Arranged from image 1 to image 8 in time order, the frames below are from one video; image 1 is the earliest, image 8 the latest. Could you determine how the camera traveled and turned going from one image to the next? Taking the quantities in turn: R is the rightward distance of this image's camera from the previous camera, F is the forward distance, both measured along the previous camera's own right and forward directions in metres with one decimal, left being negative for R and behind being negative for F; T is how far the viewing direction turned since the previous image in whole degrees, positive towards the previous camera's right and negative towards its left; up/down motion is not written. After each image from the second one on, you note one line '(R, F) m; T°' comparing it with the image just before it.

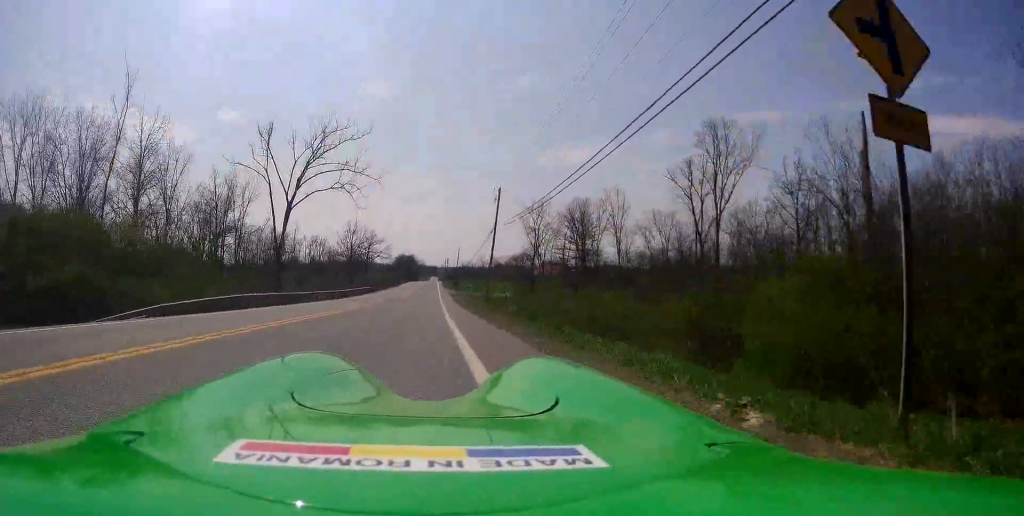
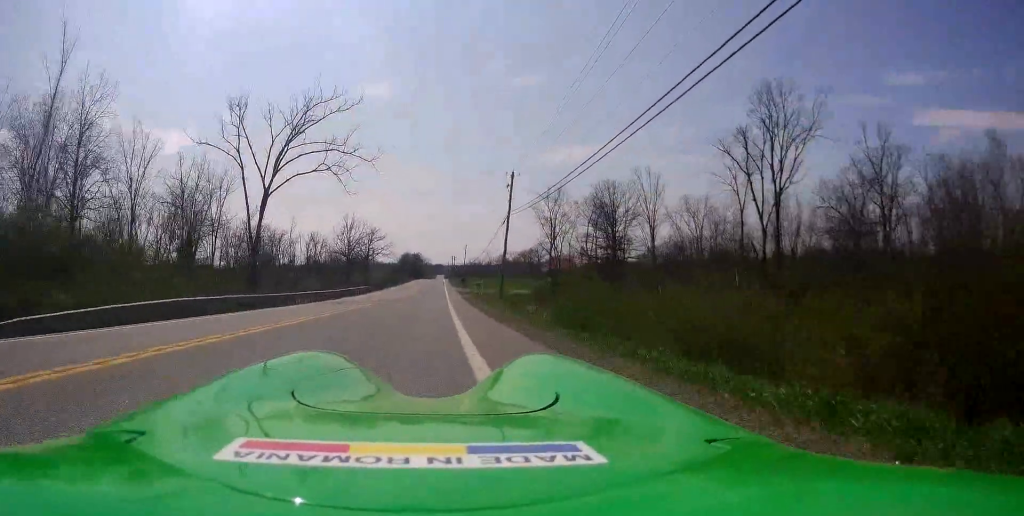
(+0.1, +7.3) m; +1°
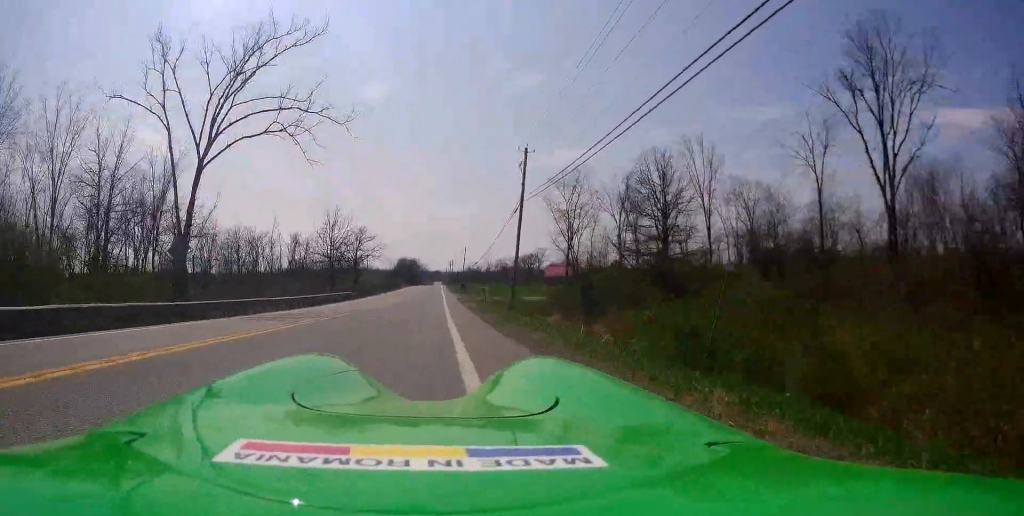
(0.0, +10.7) m; 0°
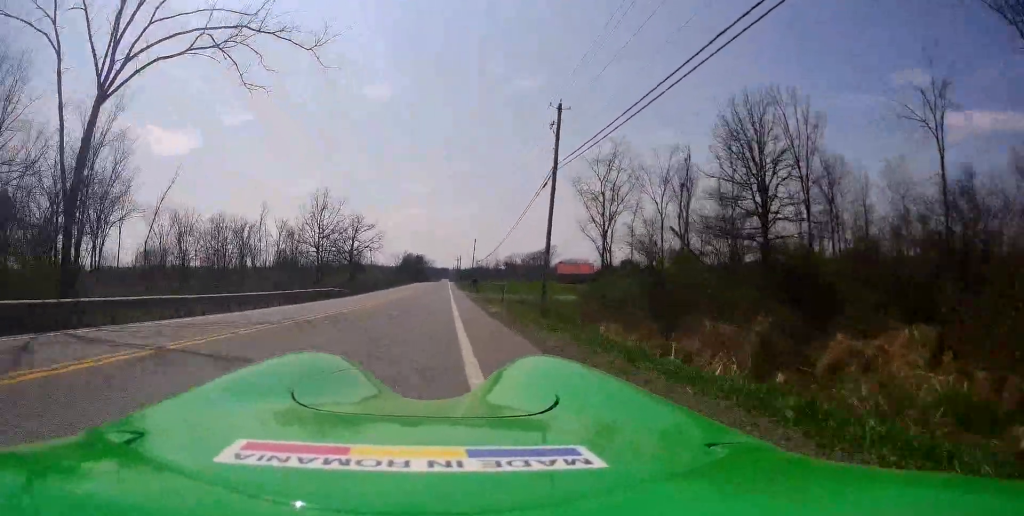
(0.0, +10.0) m; 0°
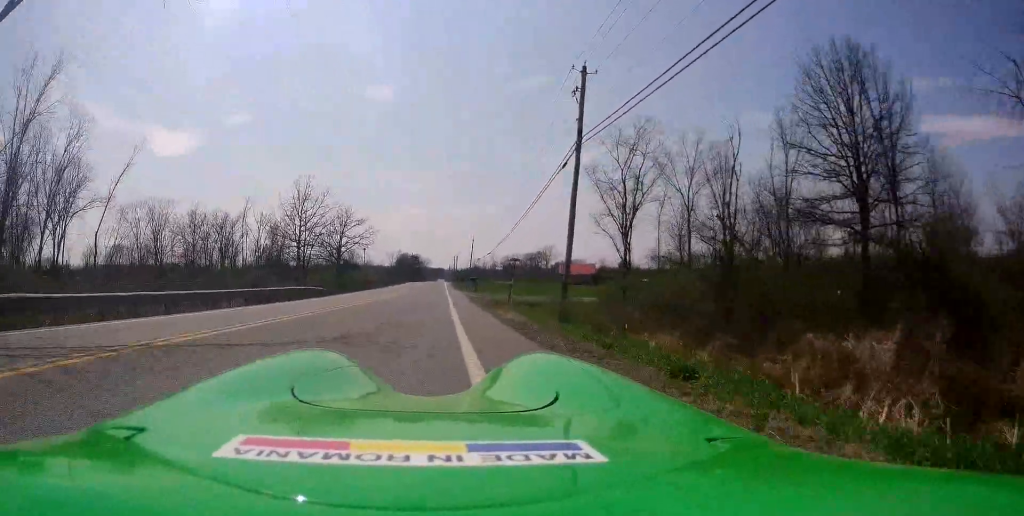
(0.0, +6.7) m; 0°
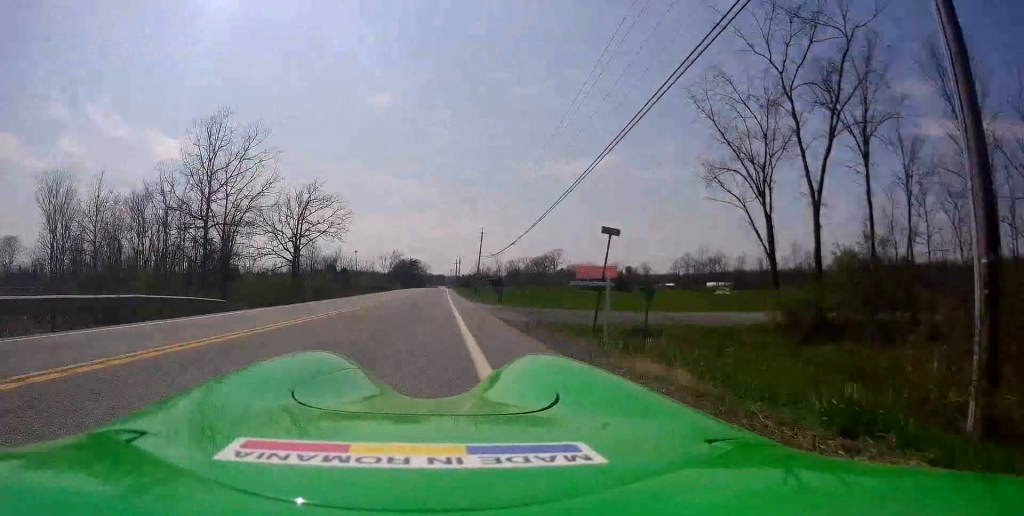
(0.0, +20.9) m; 0°
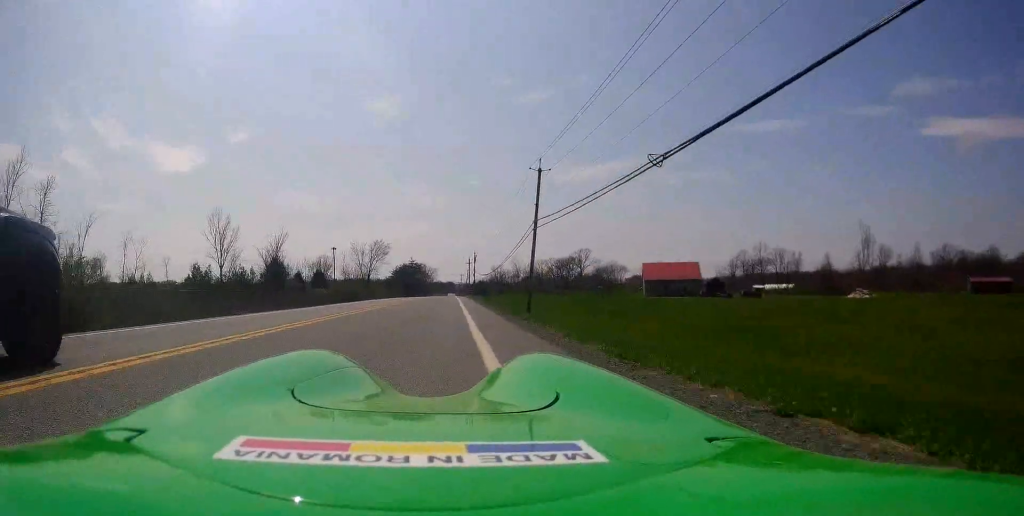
(+1.1, +46.2) m; 0°
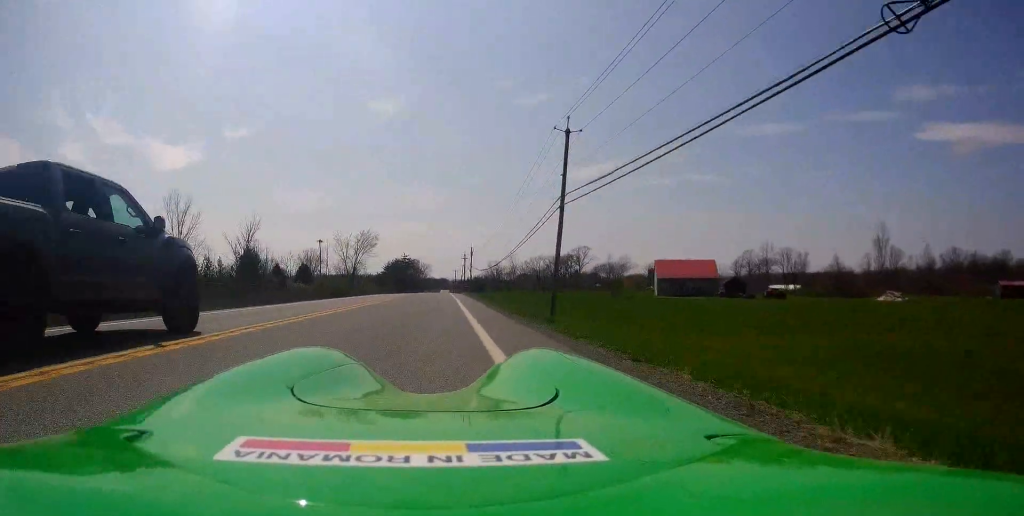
(-0.6, +9.4) m; -1°
